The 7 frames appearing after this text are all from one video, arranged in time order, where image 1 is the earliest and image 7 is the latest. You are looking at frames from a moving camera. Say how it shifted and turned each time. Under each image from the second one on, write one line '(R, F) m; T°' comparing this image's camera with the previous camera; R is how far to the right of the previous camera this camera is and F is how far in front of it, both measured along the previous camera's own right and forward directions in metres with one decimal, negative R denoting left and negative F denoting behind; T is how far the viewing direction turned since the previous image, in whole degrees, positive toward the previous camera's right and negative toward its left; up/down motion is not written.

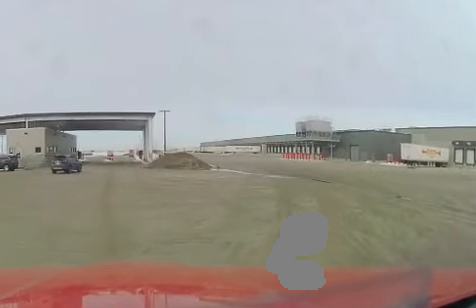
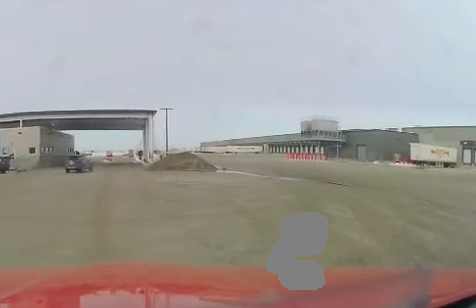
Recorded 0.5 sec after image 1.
(0.0, +2.8) m; 0°
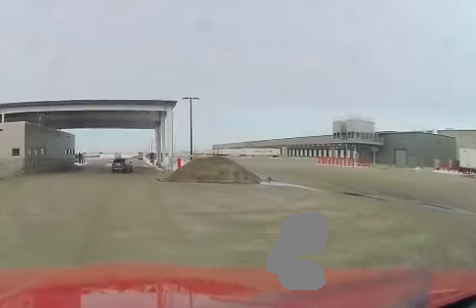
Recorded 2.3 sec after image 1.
(0.0, +10.8) m; +1°
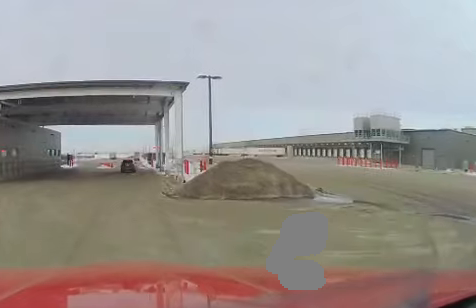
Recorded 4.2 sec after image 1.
(+0.2, +9.5) m; +1°
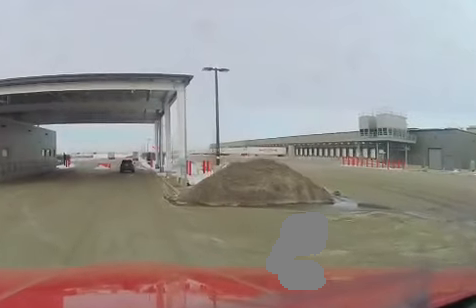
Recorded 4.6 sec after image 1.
(0.0, +2.2) m; 0°
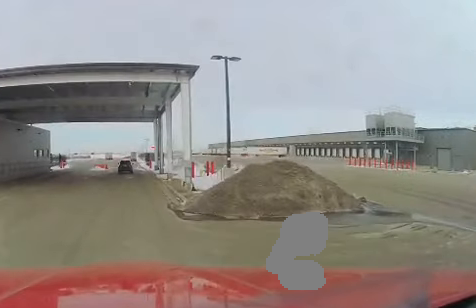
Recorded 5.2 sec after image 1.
(0.0, +2.8) m; 0°
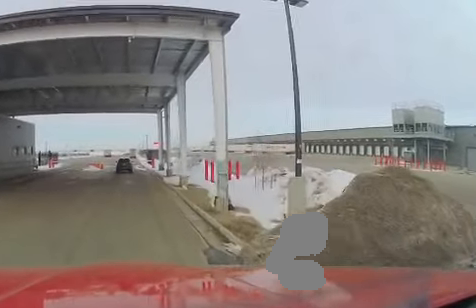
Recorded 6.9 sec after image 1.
(0.0, +7.5) m; 0°
